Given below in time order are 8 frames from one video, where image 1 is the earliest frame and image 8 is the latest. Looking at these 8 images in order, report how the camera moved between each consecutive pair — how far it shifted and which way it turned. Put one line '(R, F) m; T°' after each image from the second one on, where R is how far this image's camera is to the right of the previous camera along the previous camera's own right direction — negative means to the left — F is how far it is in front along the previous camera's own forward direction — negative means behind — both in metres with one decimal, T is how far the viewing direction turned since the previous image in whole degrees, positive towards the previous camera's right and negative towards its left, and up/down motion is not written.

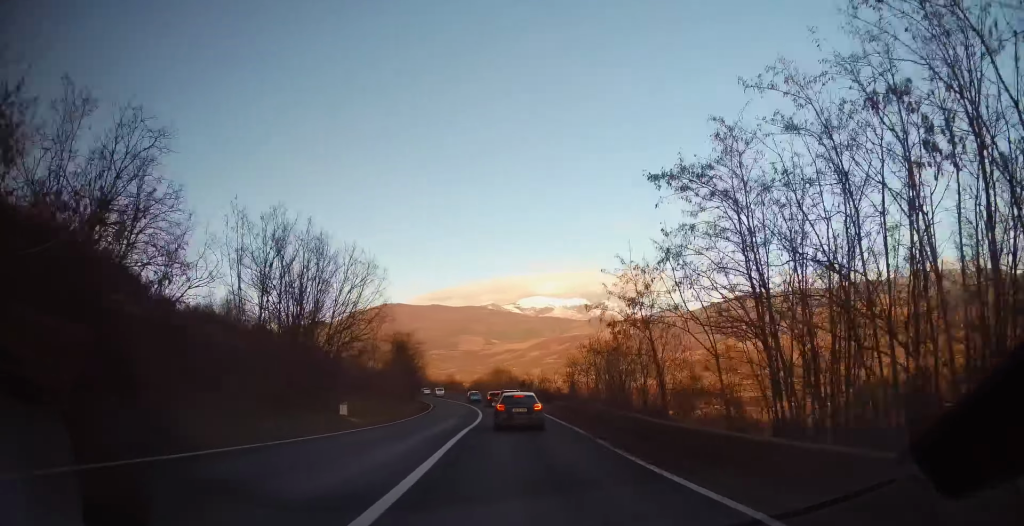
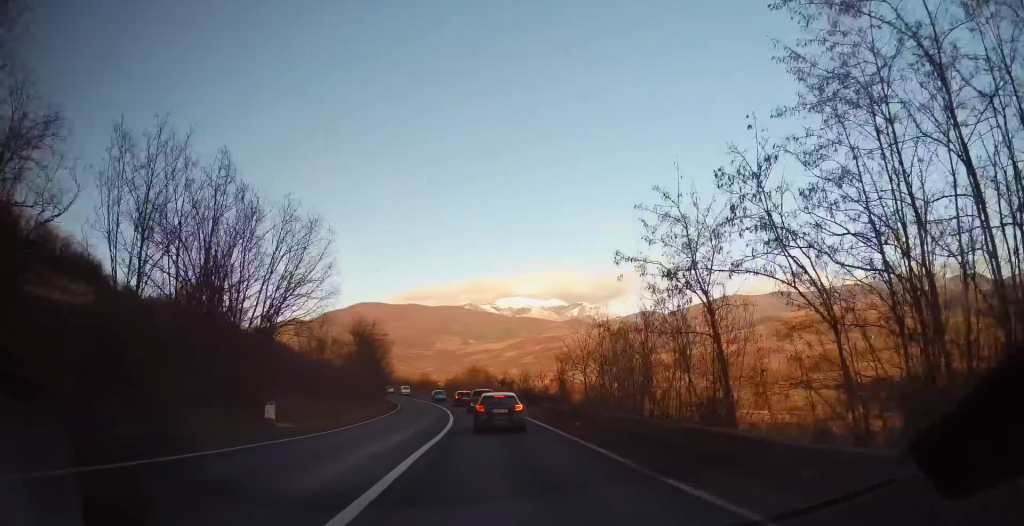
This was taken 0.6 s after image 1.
(+0.5, +7.3) m; +1°
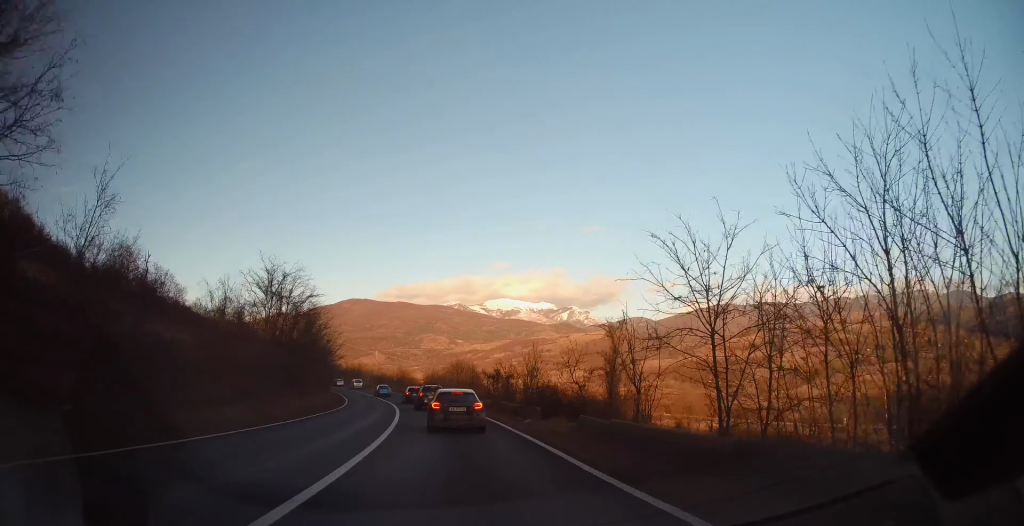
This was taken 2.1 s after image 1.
(-0.3, +18.4) m; -1°
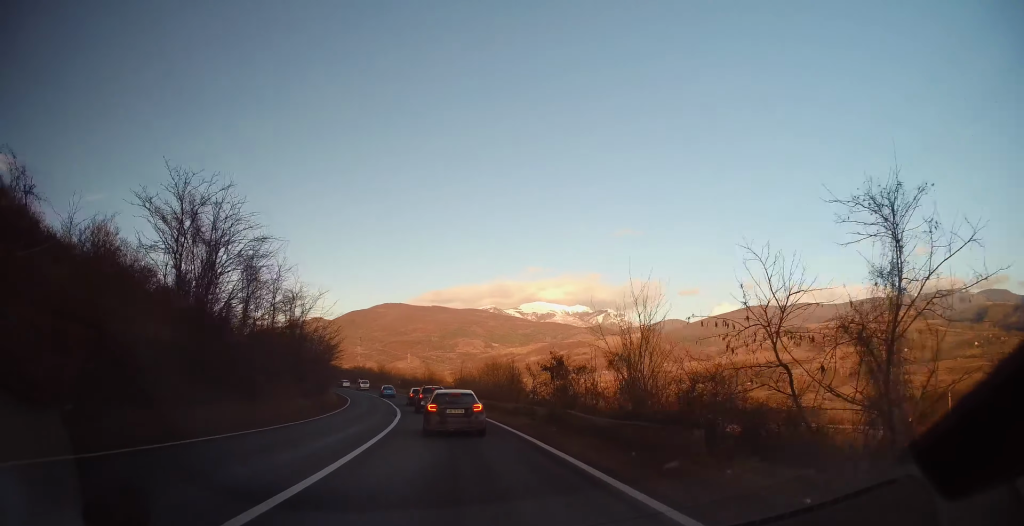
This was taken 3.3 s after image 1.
(0.0, +13.4) m; -3°
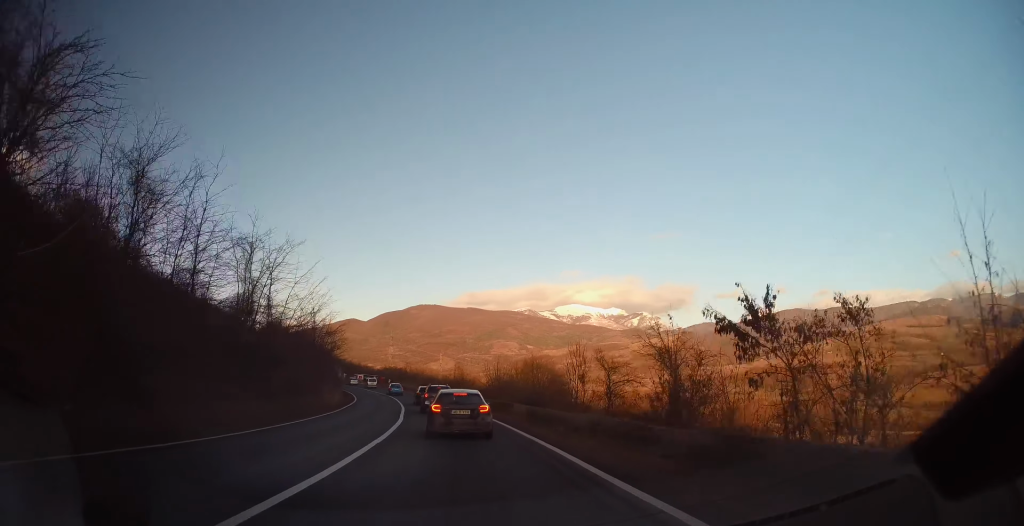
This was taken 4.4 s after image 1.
(-0.8, +12.5) m; -5°
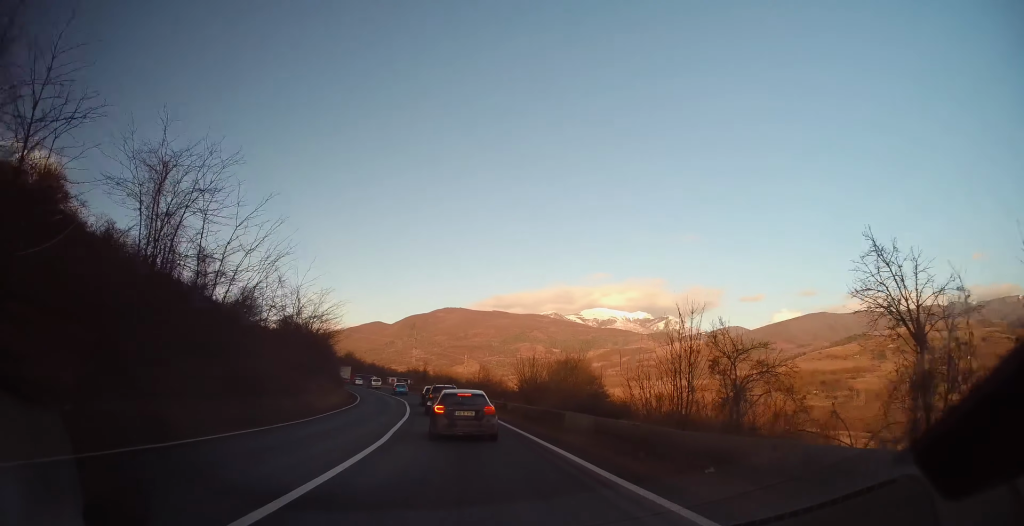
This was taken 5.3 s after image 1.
(-0.1, +9.8) m; -1°
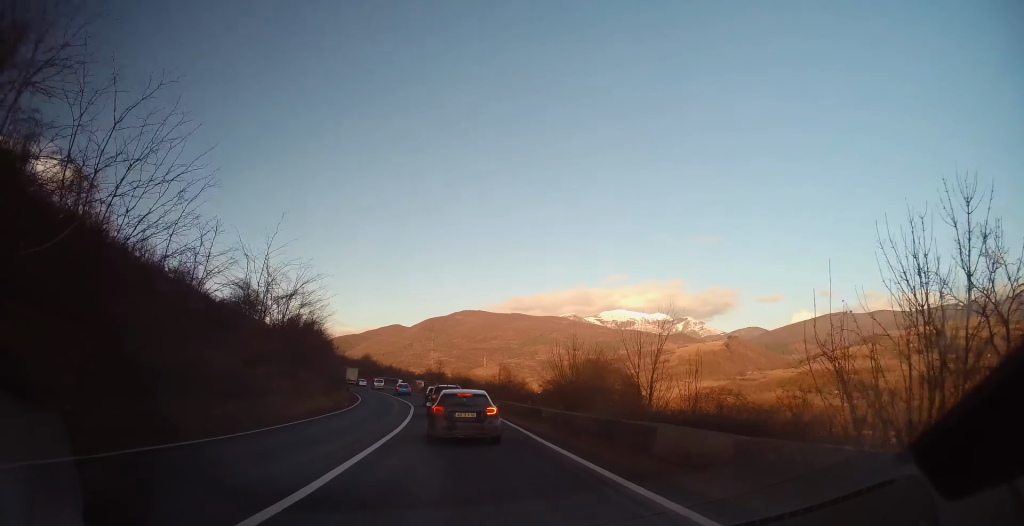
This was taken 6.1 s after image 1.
(0.0, +7.8) m; -2°
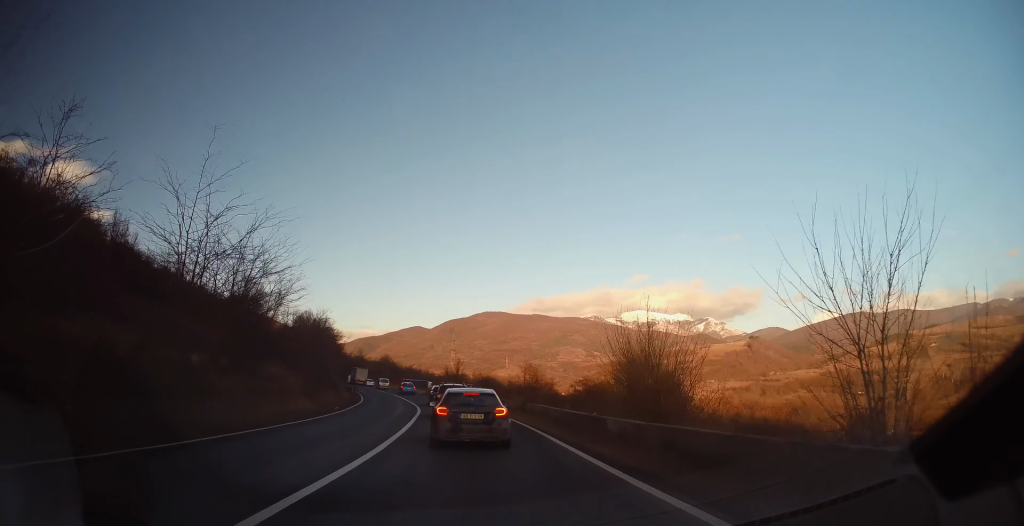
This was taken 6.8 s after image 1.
(-0.1, +8.0) m; -4°
